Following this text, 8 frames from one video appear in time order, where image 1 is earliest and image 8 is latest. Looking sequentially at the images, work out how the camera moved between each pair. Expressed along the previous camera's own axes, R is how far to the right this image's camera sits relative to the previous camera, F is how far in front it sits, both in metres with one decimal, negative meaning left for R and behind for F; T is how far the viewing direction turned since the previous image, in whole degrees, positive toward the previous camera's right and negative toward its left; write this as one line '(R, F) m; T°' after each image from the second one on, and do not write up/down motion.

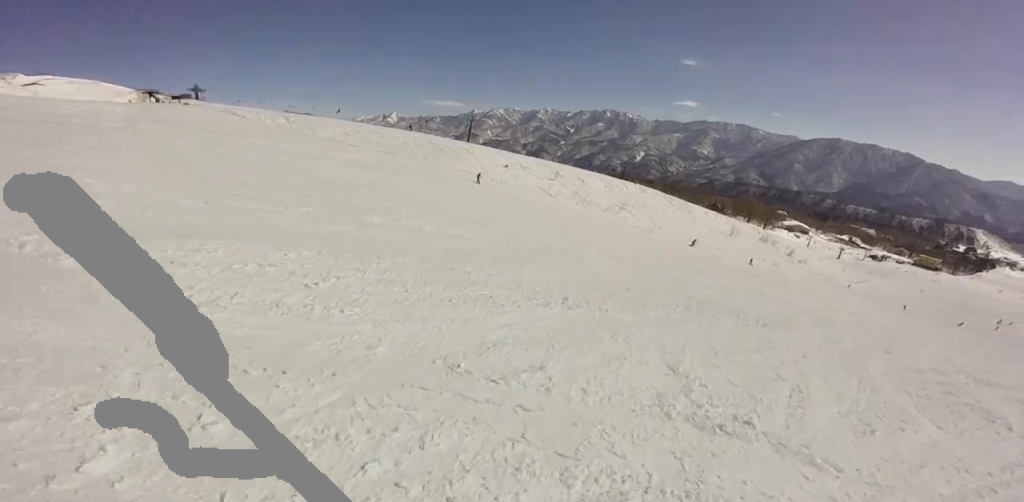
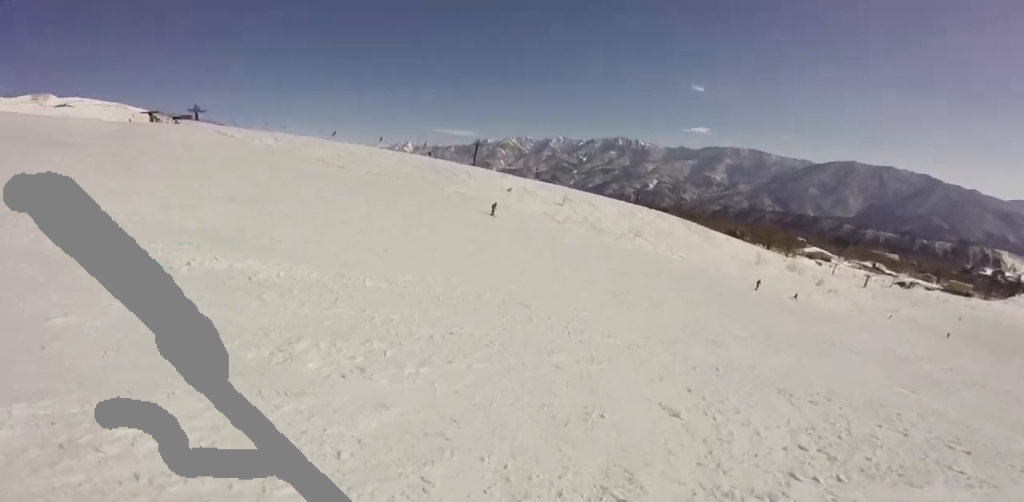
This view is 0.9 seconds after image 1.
(0.0, +5.2) m; 0°
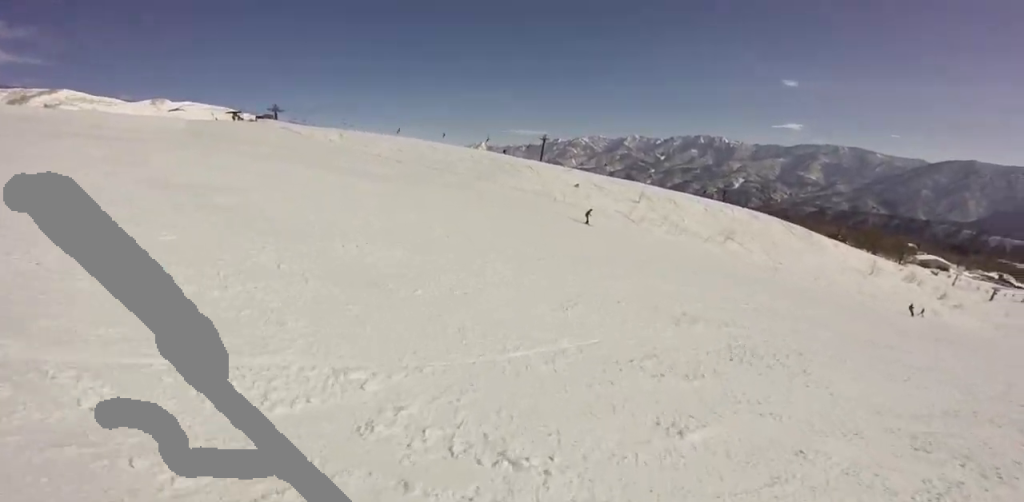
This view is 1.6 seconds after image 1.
(0.0, +4.1) m; 0°
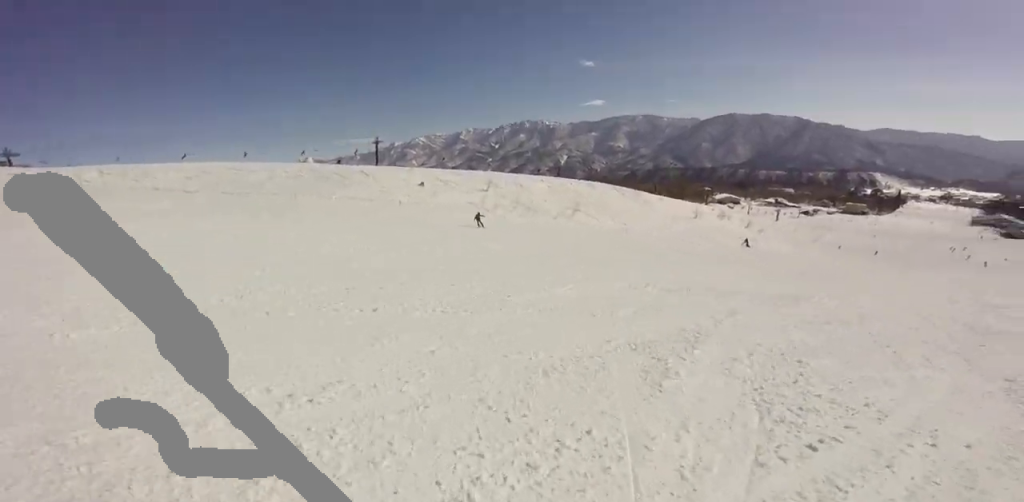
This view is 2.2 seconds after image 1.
(0.0, +3.9) m; +7°
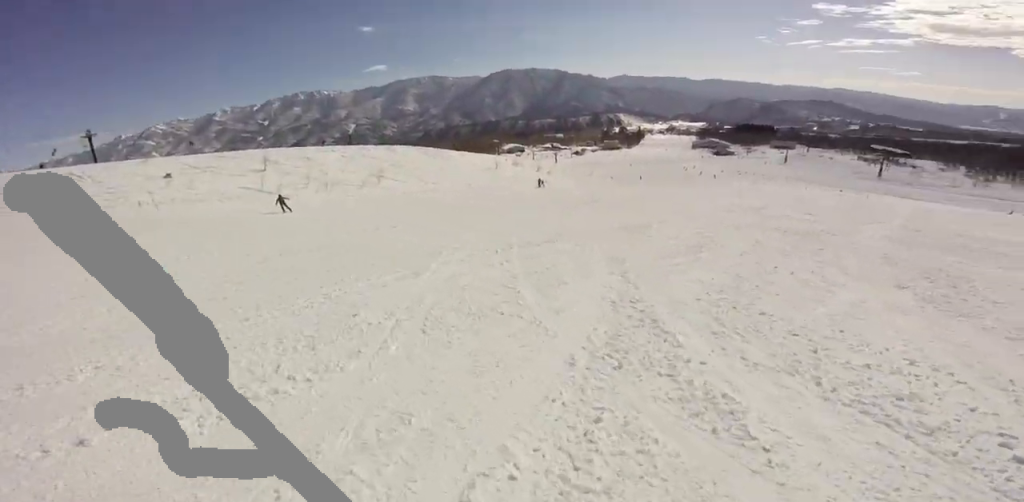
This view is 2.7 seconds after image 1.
(-0.3, +2.6) m; +6°
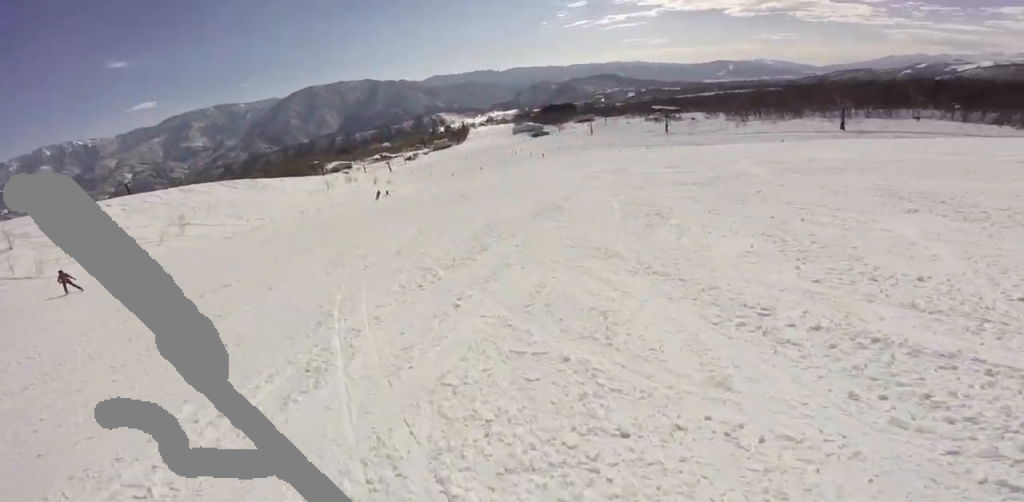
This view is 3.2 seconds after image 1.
(+0.6, +3.1) m; +13°
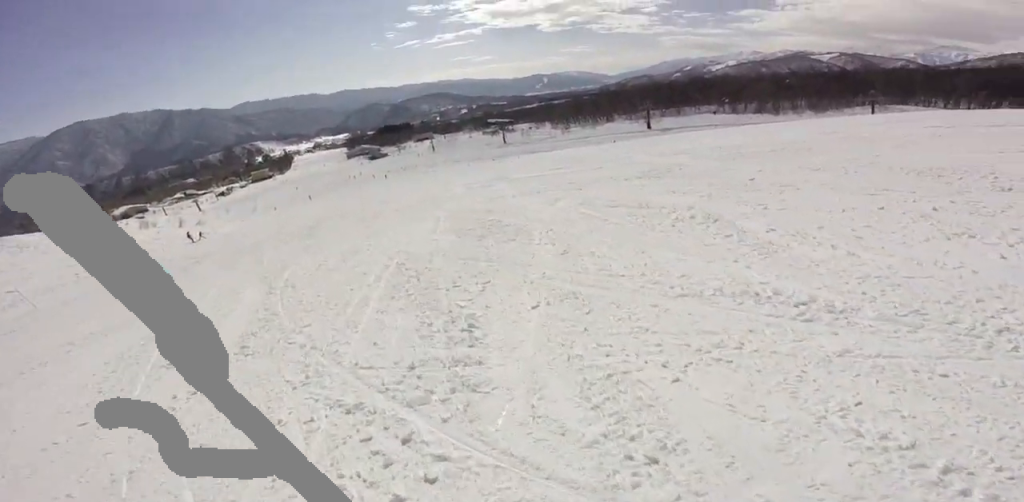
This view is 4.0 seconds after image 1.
(+0.7, +4.1) m; +18°
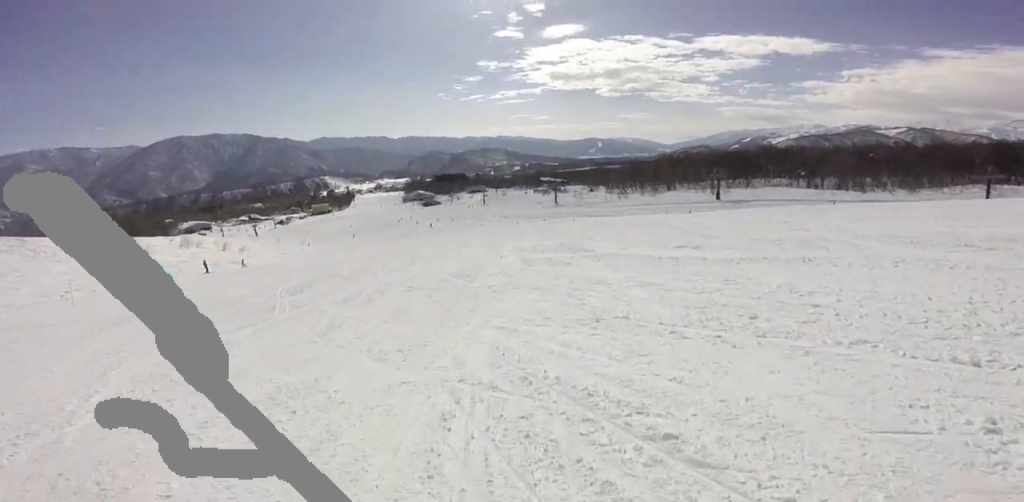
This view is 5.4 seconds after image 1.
(+1.9, +7.3) m; +36°
